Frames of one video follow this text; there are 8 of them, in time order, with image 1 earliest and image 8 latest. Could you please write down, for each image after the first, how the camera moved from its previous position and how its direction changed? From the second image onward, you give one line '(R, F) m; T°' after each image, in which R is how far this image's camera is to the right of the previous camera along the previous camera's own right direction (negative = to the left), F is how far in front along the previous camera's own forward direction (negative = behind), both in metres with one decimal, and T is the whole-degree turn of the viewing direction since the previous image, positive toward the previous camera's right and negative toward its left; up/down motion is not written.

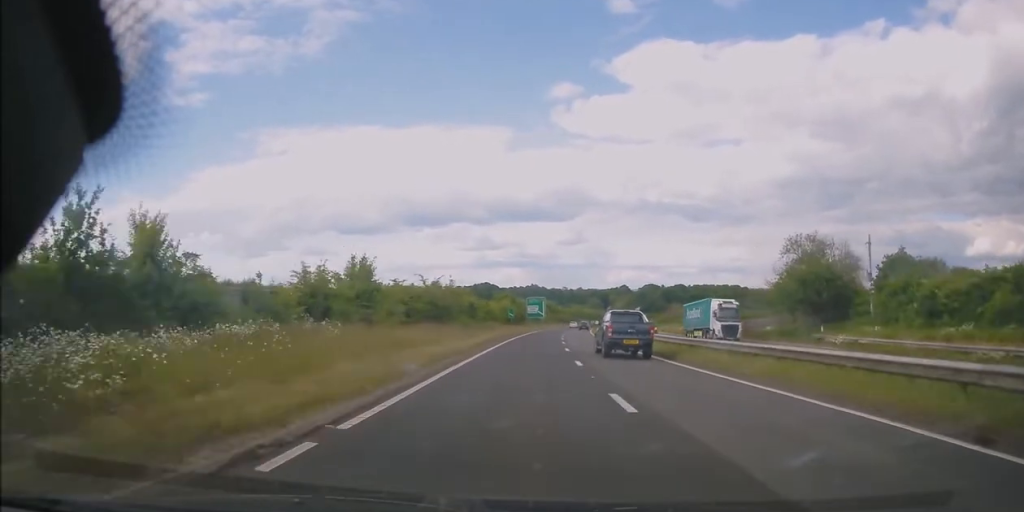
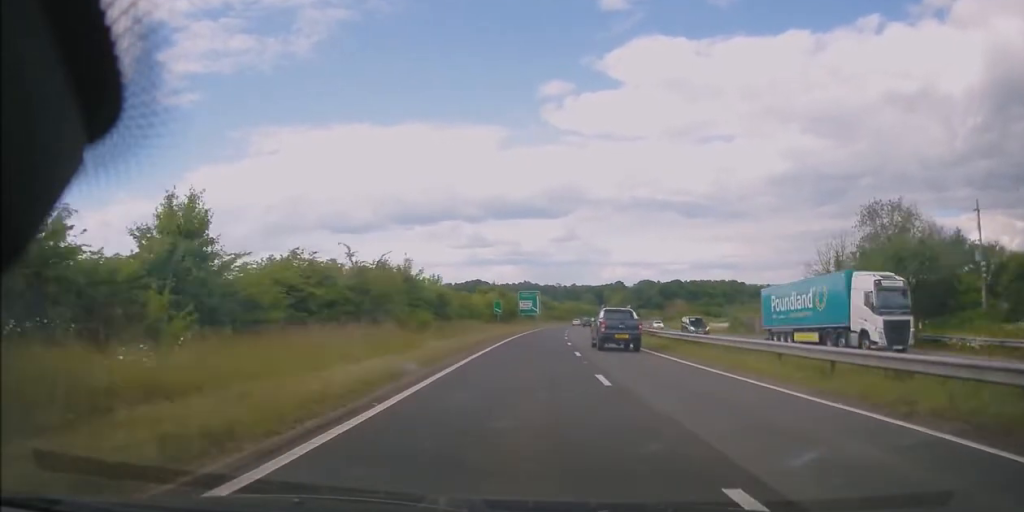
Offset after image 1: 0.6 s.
(-0.2, +16.0) m; 0°
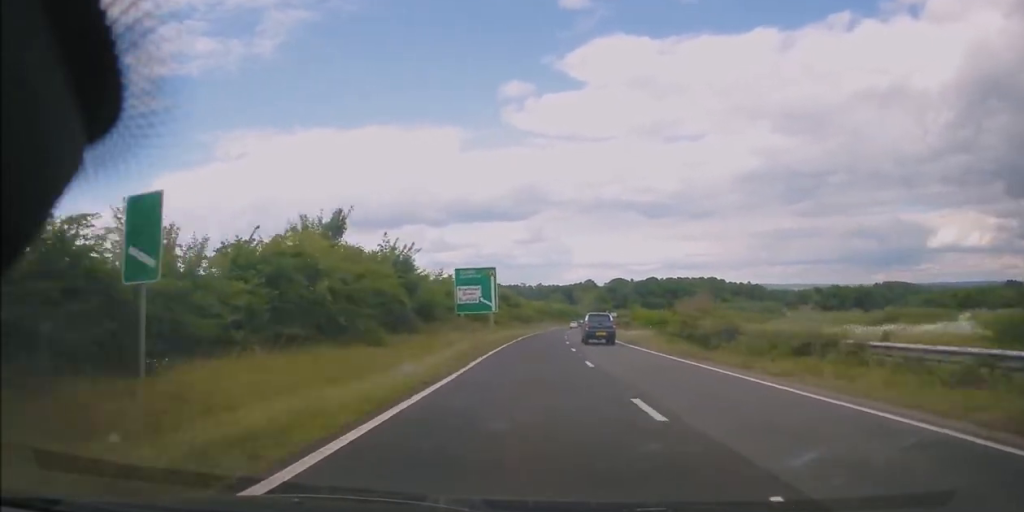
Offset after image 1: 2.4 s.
(+1.9, +52.6) m; +4°
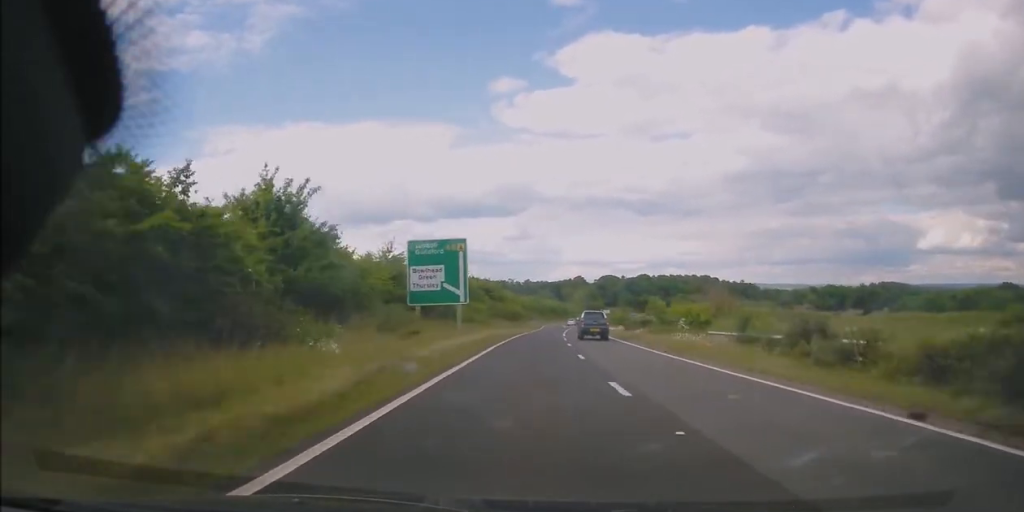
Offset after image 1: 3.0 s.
(+0.4, +16.9) m; +1°
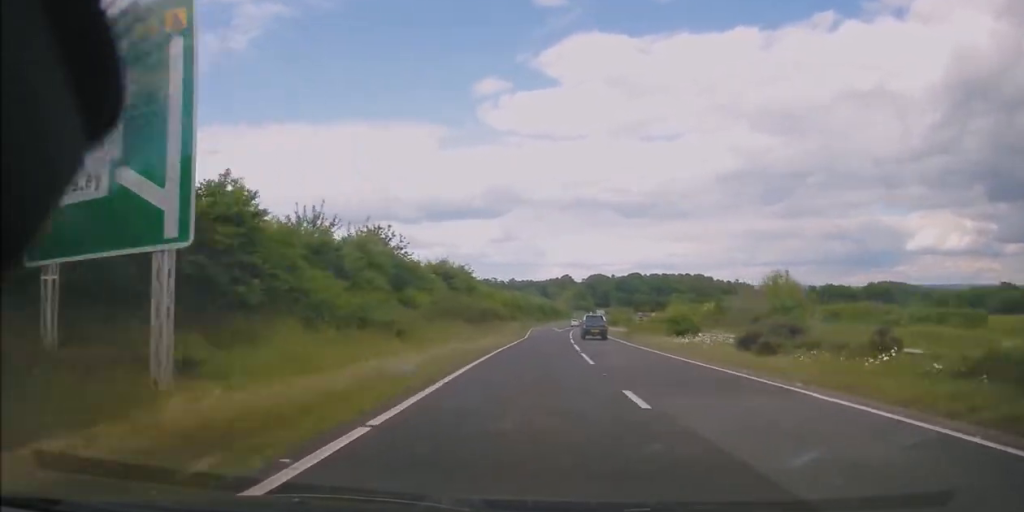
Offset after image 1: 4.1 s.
(+0.4, +30.0) m; +2°
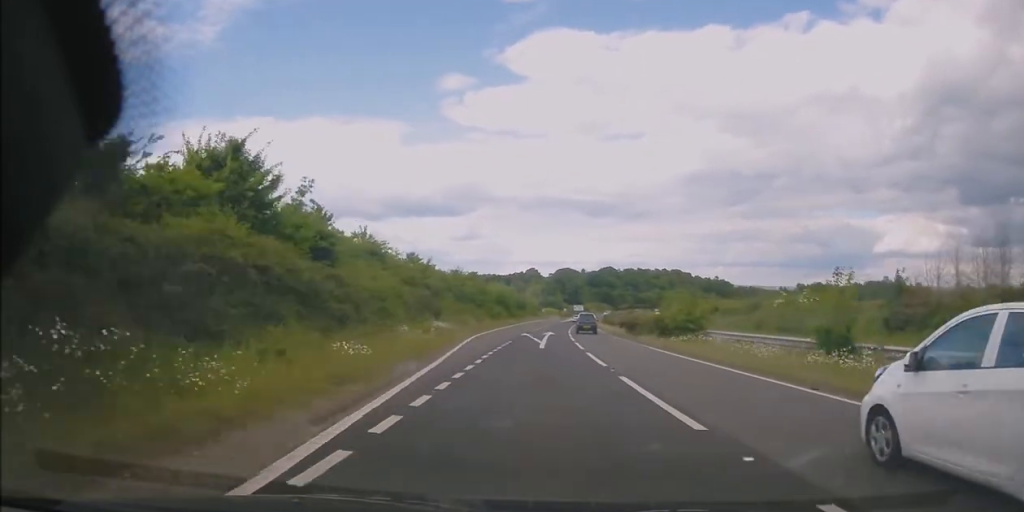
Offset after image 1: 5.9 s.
(+1.3, +49.6) m; +3°
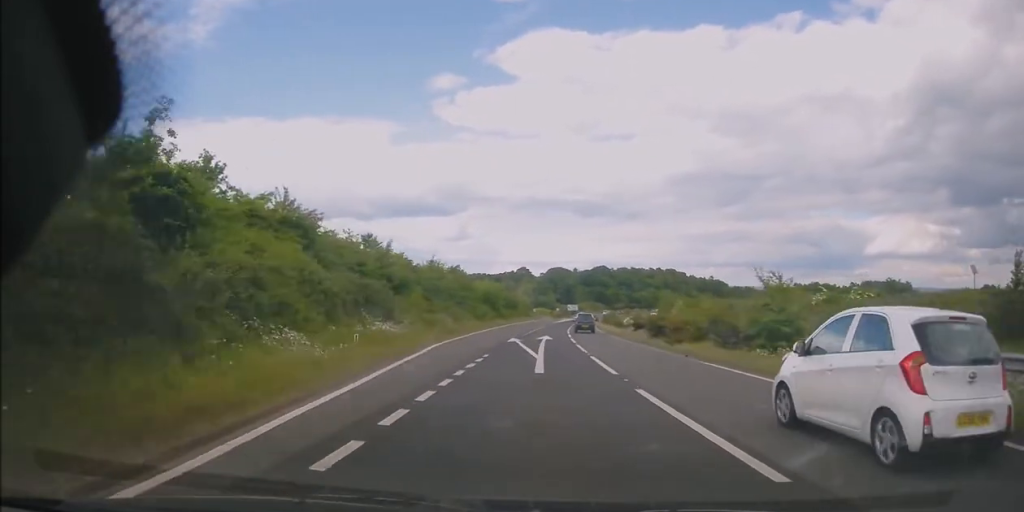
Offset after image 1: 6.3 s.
(-0.2, +12.2) m; +1°
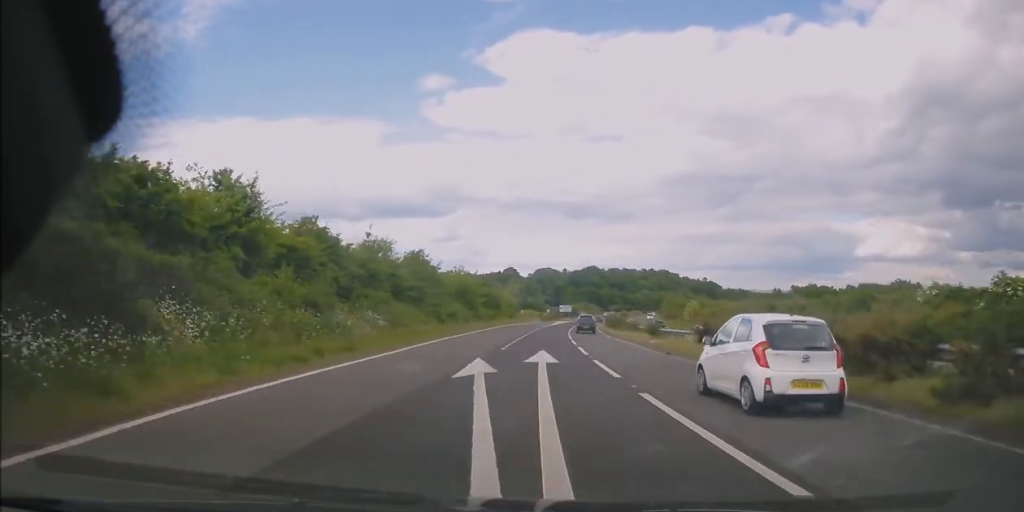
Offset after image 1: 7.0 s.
(+0.4, +19.7) m; +2°
